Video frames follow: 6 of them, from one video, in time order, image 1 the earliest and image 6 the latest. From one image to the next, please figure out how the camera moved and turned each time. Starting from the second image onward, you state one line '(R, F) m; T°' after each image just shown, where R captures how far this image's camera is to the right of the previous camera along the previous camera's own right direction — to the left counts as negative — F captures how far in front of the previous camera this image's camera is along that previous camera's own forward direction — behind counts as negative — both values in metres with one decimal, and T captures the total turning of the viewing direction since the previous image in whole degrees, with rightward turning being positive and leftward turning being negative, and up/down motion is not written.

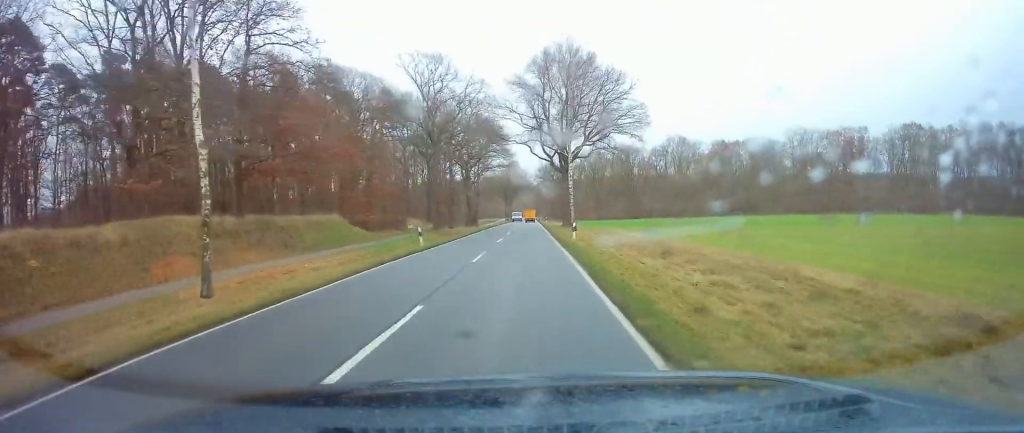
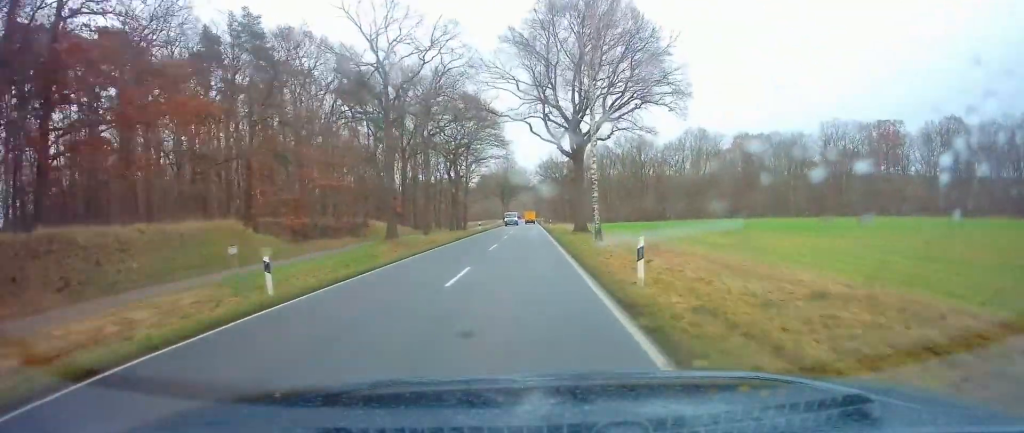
(-0.1, +17.0) m; 0°
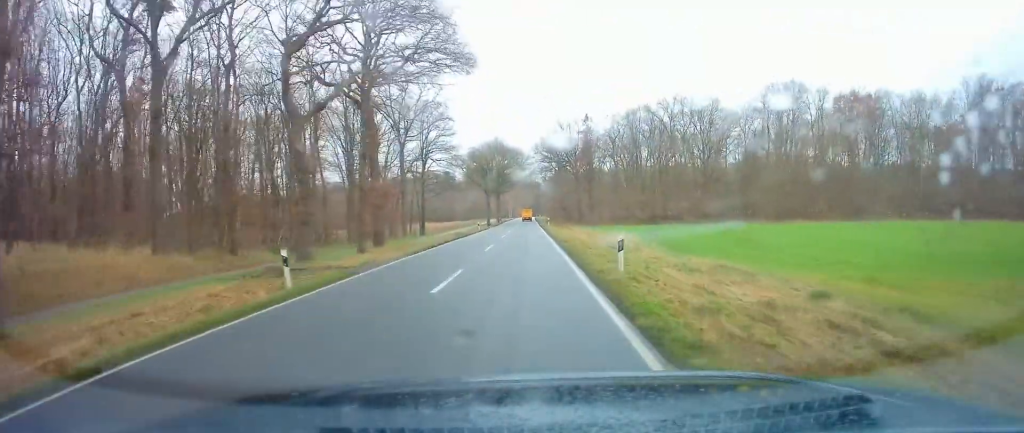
(0.0, +48.6) m; 0°
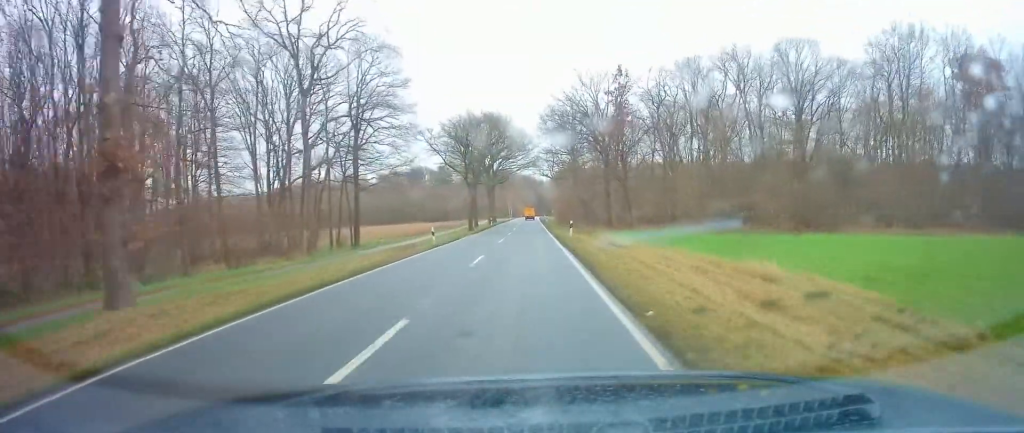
(-0.1, +30.4) m; 0°
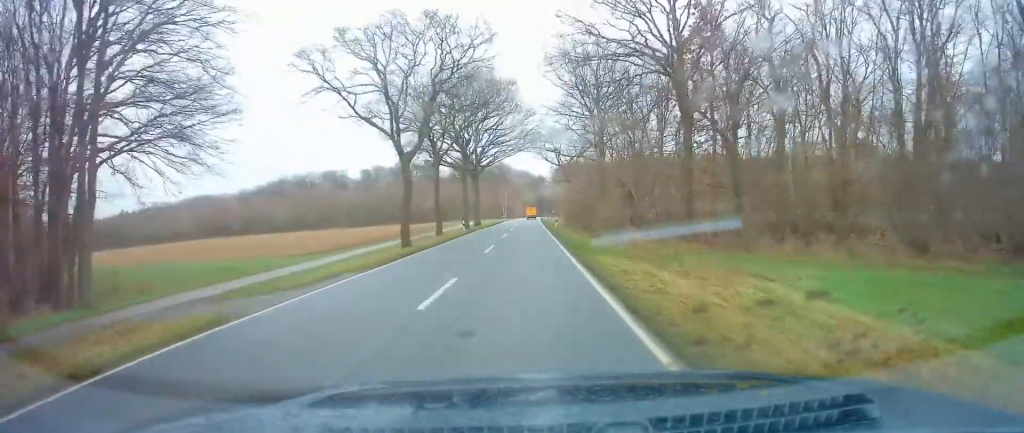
(+0.2, +30.5) m; +1°
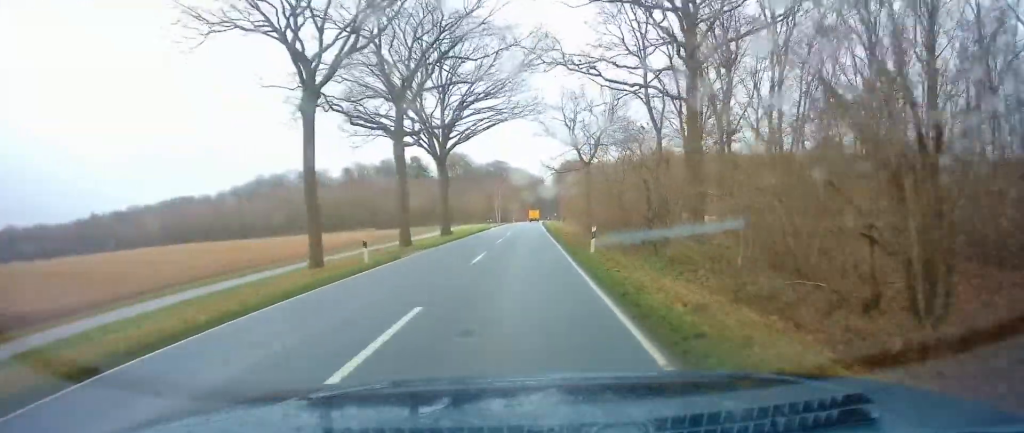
(0.0, +27.2) m; 0°
